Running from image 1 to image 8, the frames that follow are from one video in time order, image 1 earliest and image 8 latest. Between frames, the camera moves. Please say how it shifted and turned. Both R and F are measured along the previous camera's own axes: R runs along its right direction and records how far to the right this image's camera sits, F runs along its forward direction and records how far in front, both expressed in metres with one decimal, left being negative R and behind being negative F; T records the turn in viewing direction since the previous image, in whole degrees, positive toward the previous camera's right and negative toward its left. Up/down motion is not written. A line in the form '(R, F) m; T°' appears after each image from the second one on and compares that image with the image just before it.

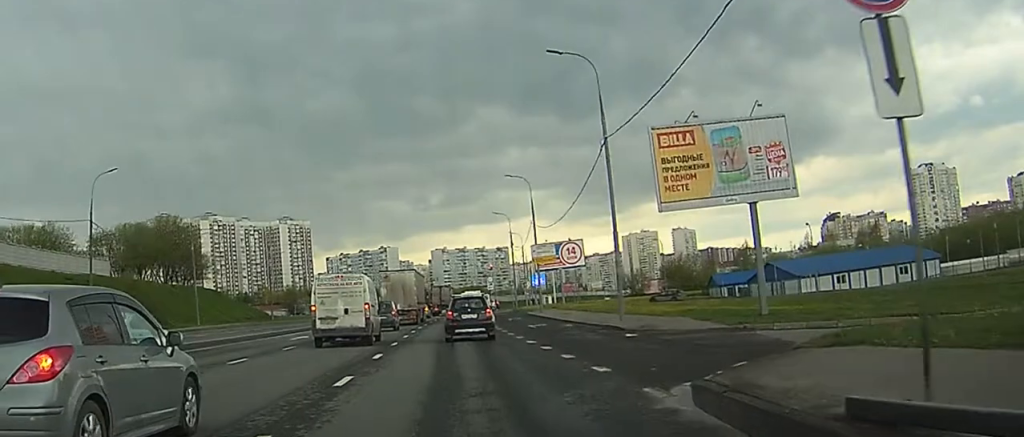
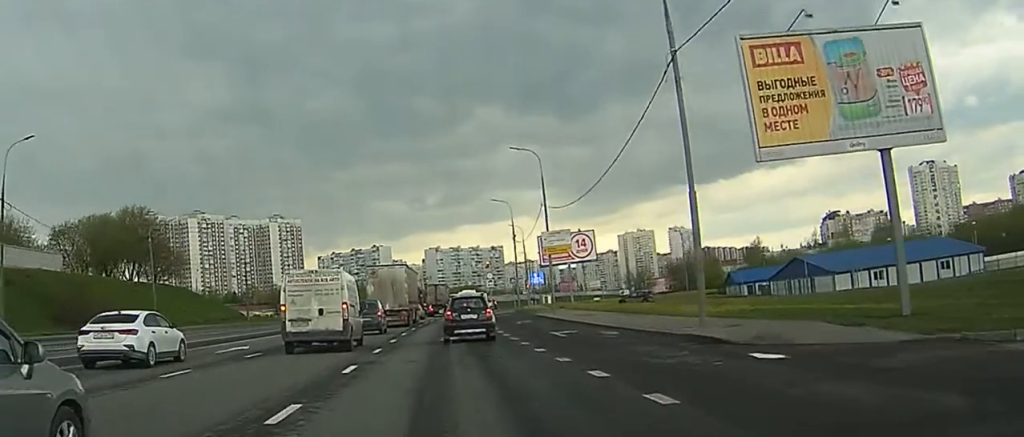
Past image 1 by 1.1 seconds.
(0.0, +13.7) m; 0°
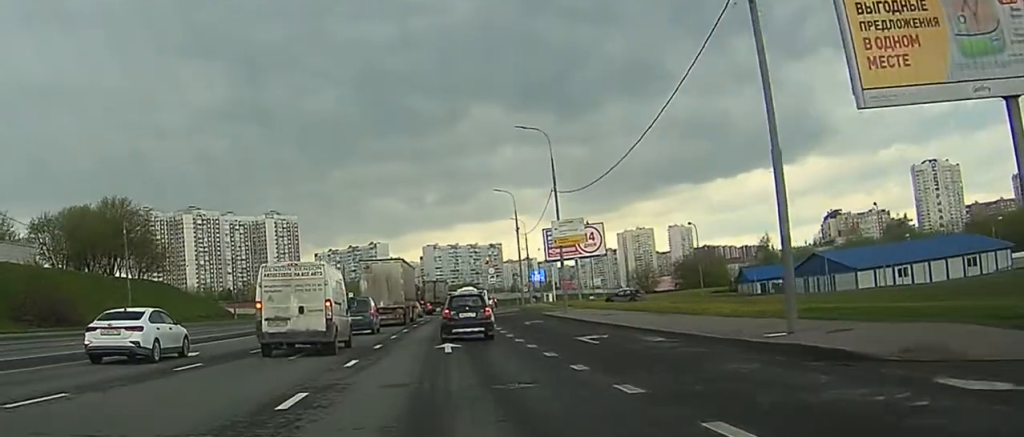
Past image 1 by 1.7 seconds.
(0.0, +7.7) m; 0°
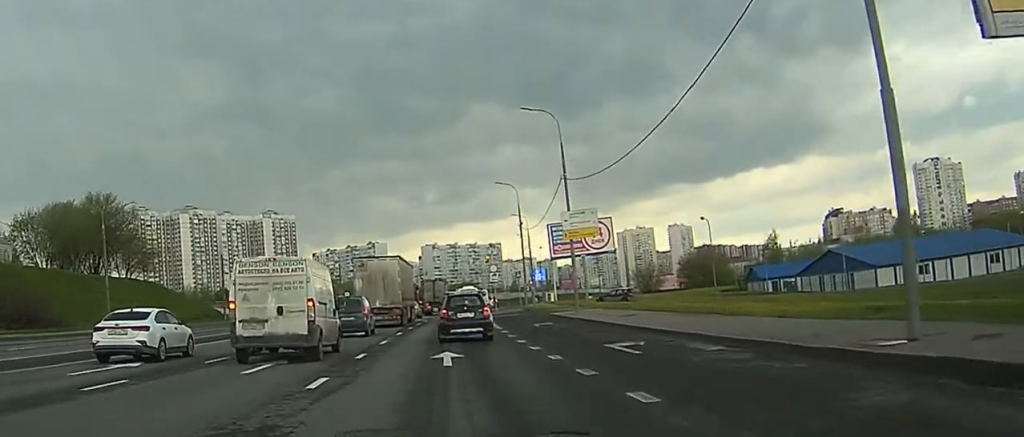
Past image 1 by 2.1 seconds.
(0.0, +5.9) m; -1°
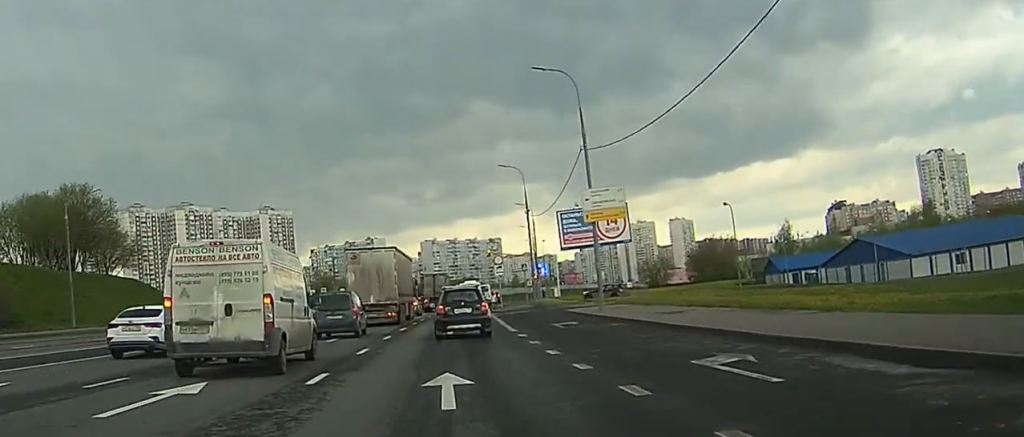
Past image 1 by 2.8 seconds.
(0.0, +9.0) m; -1°
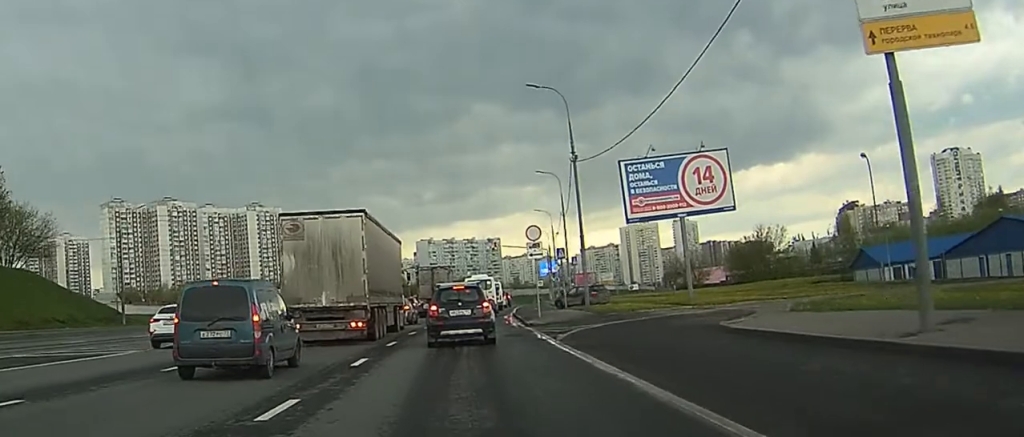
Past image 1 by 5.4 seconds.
(+0.2, +31.4) m; +1°
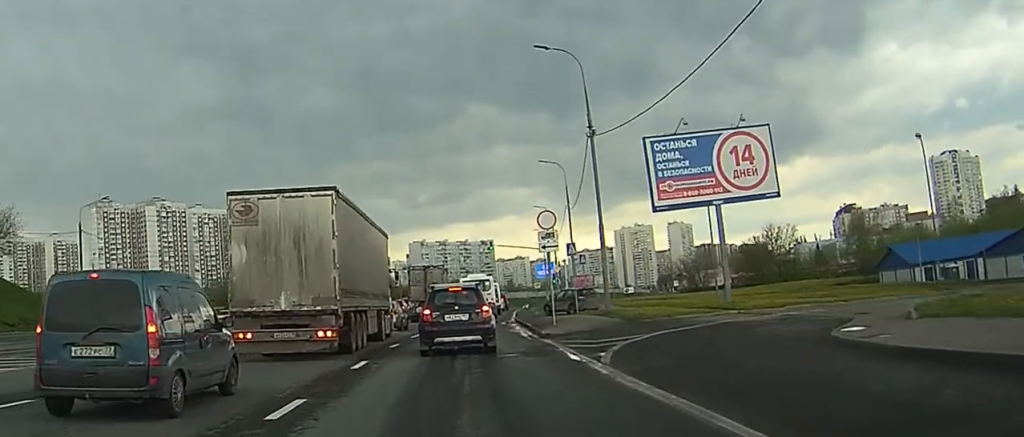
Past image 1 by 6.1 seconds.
(0.0, +8.0) m; 0°
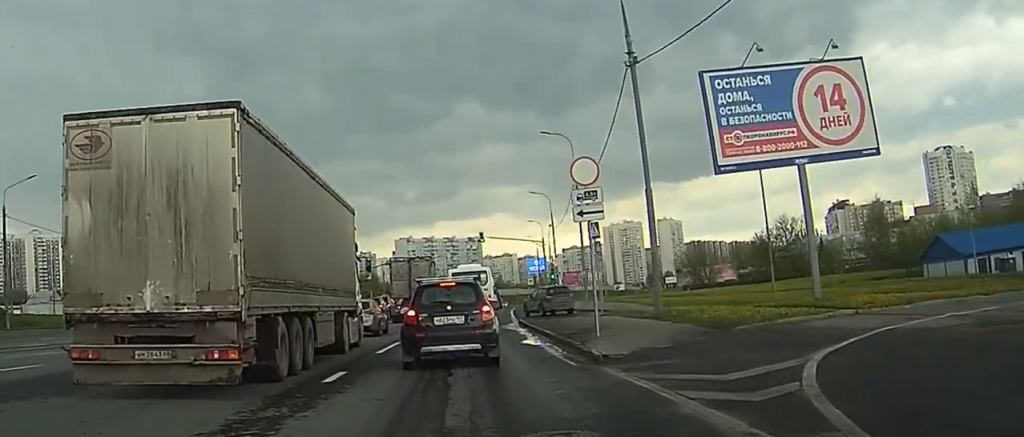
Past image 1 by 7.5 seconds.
(0.0, +12.6) m; -1°
